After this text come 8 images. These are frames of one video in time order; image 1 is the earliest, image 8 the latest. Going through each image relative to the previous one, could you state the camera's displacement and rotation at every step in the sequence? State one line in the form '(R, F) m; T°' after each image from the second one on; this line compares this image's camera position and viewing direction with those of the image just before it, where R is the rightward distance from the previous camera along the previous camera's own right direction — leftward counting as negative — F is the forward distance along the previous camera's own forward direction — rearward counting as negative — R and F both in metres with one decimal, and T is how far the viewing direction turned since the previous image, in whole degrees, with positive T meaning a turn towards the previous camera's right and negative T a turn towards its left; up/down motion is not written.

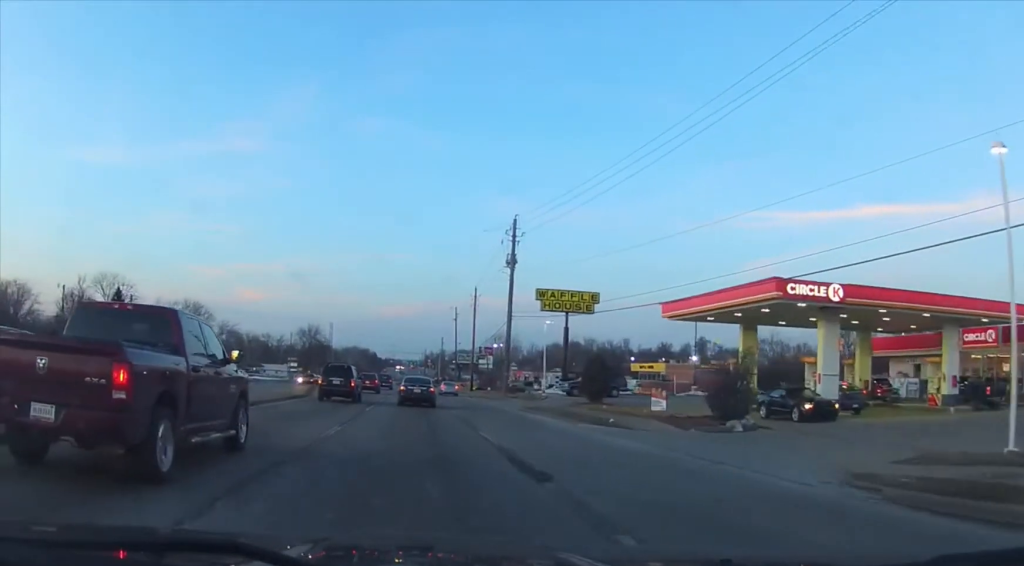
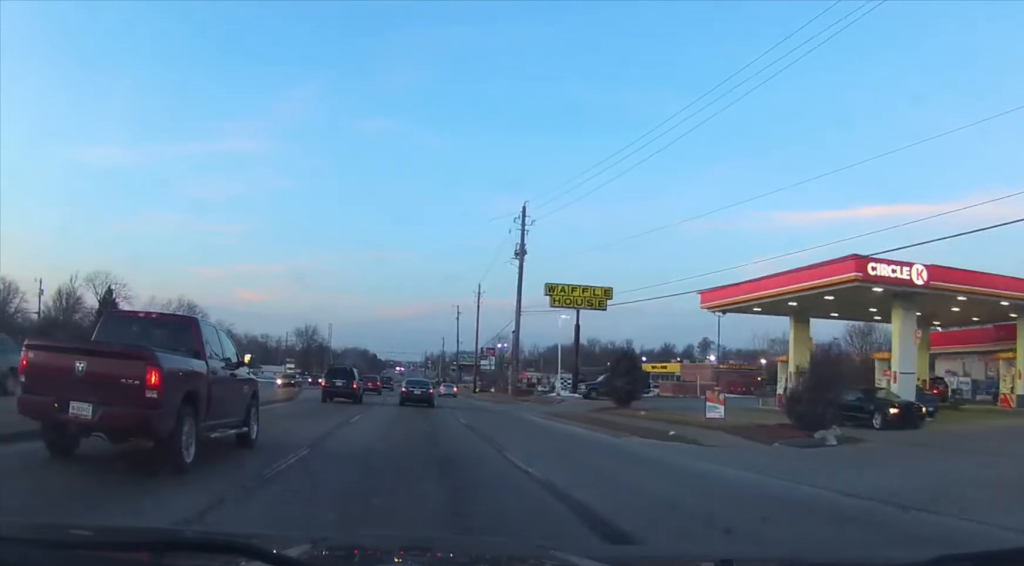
(0.0, +5.0) m; 0°
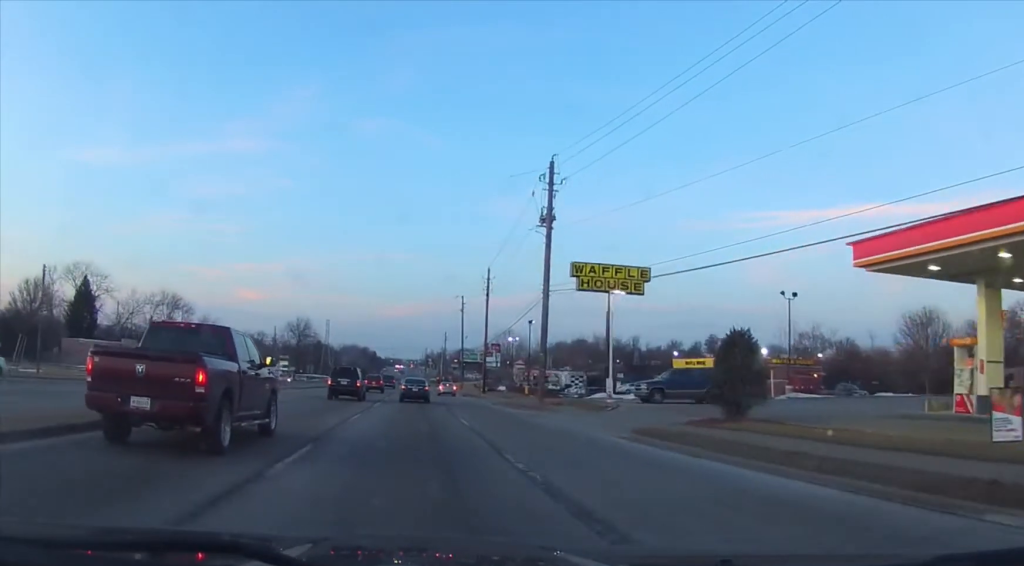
(0.0, +11.8) m; 0°
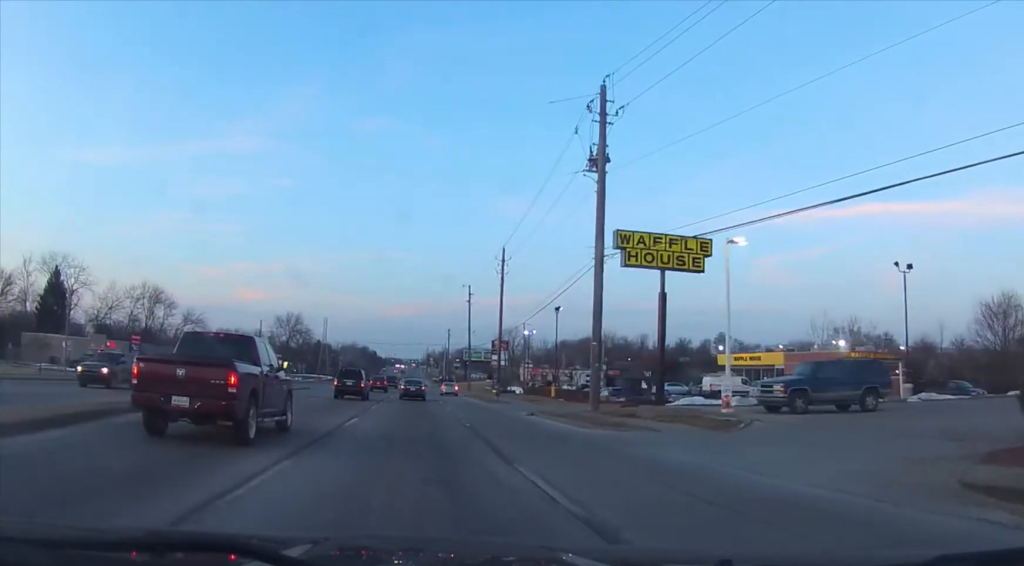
(0.0, +12.9) m; -1°
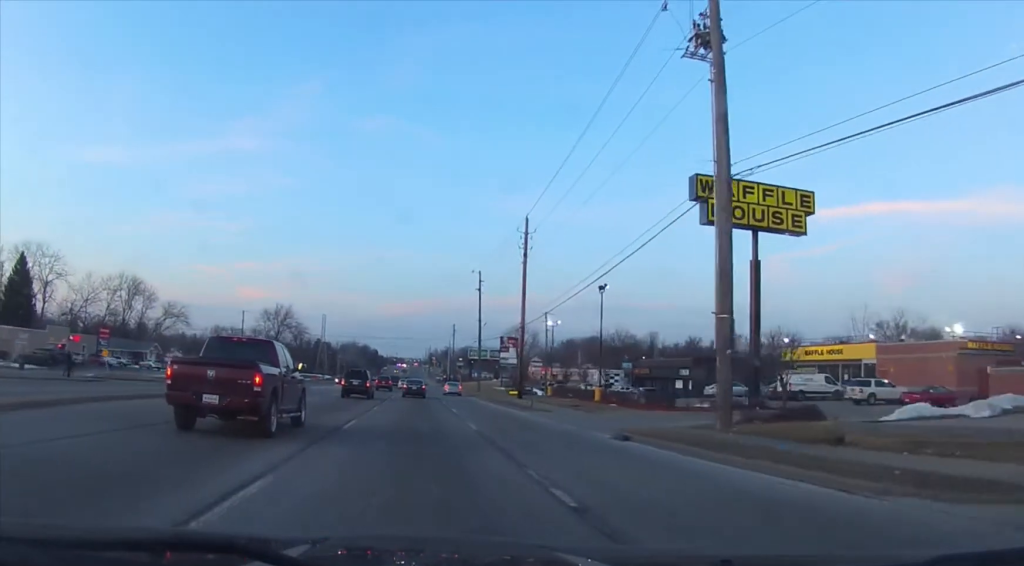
(-0.1, +13.4) m; +1°
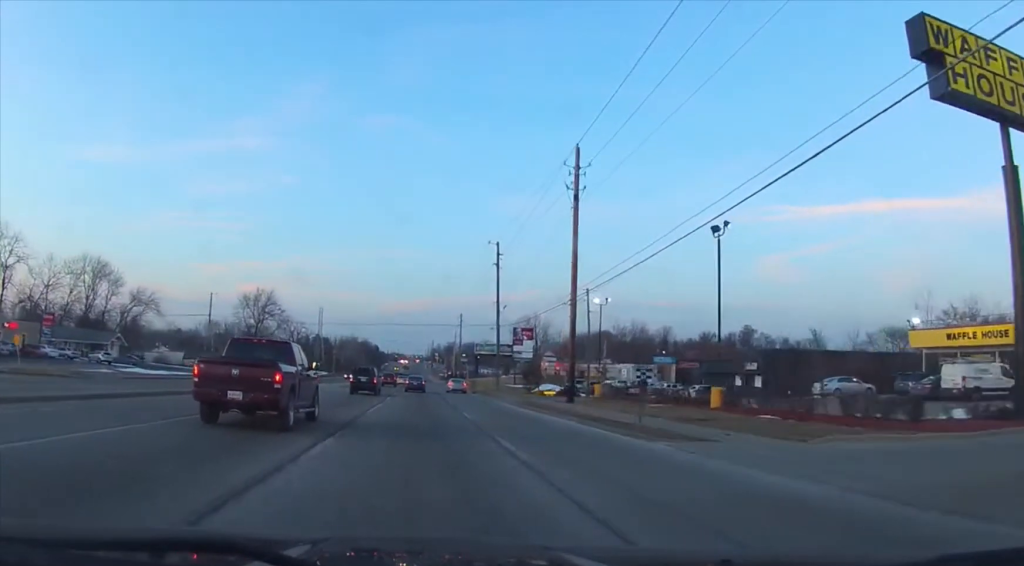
(+0.5, +17.7) m; +2°
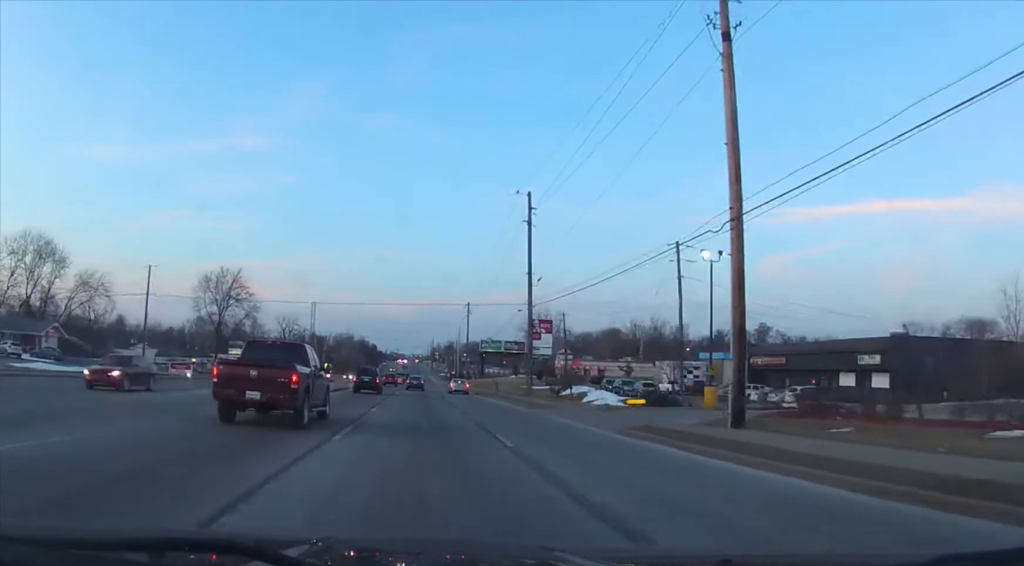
(0.0, +20.9) m; 0°
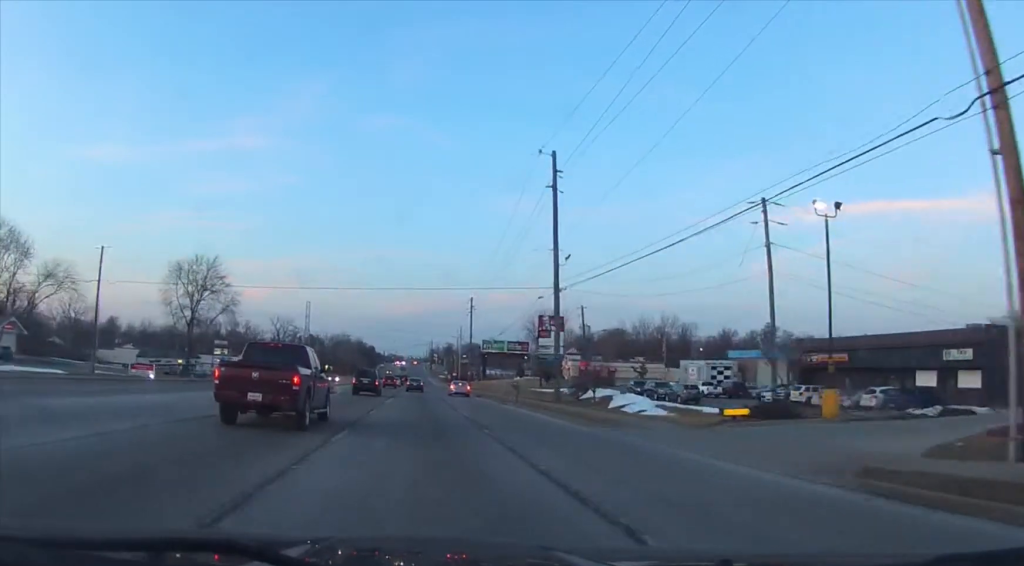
(0.0, +10.8) m; 0°
